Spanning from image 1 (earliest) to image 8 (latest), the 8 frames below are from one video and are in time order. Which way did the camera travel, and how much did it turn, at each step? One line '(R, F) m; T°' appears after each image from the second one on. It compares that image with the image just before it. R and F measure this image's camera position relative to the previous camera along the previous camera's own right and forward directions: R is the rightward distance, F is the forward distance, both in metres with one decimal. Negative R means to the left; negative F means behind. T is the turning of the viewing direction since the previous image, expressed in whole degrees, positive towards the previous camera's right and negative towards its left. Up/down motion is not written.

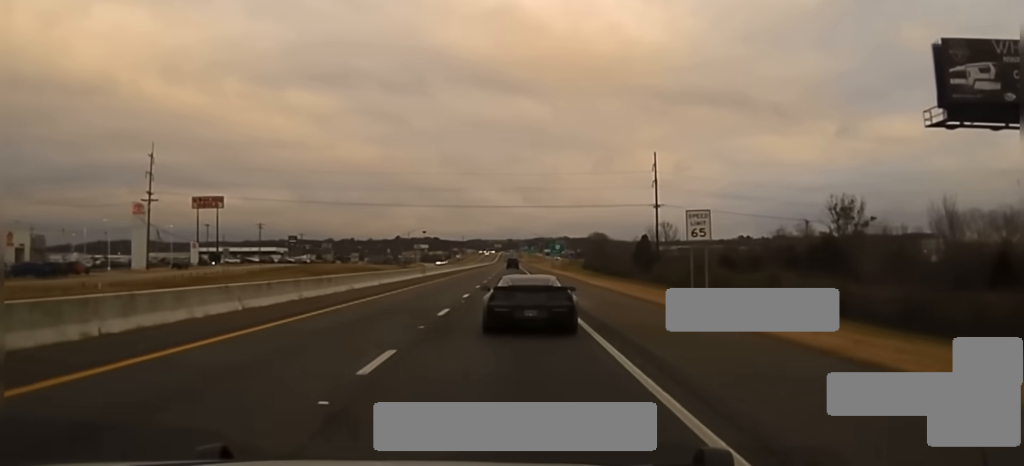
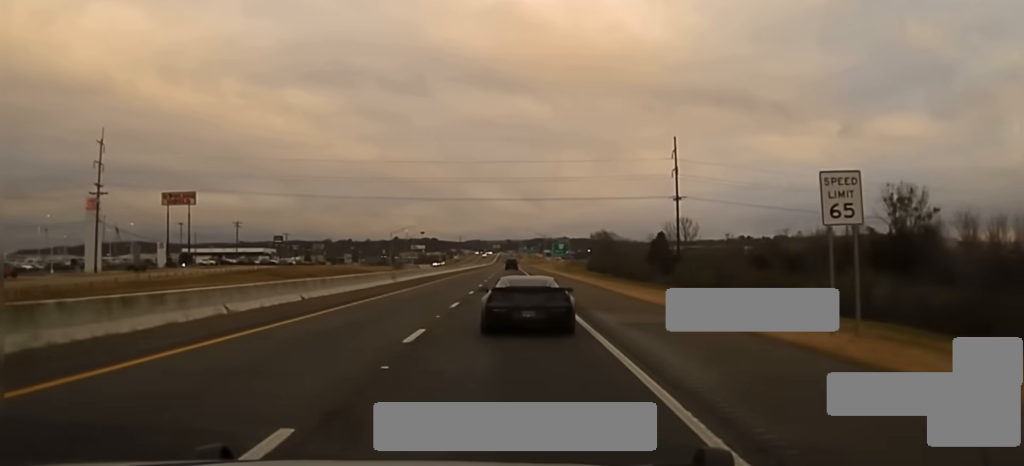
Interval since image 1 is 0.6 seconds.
(-0.3, +19.3) m; 0°
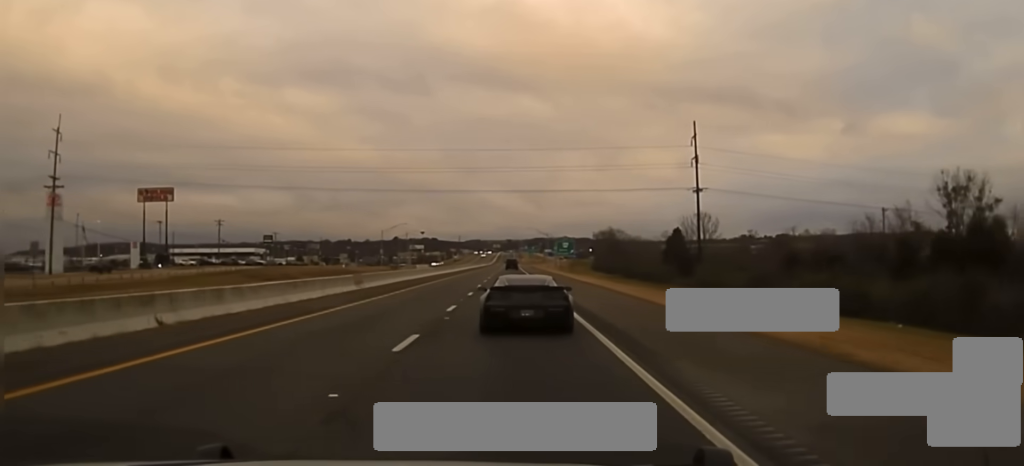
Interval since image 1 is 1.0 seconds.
(-0.1, +13.5) m; 0°
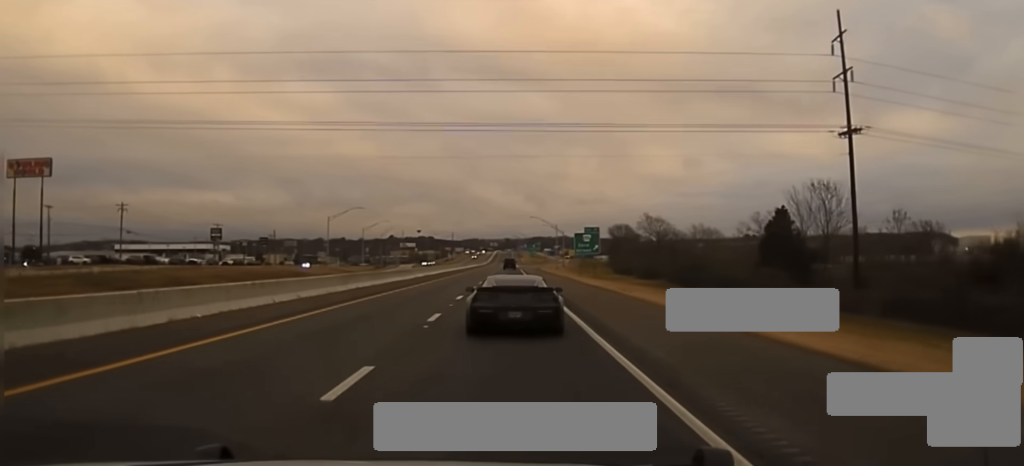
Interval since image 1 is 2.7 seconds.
(-0.1, +53.6) m; 0°
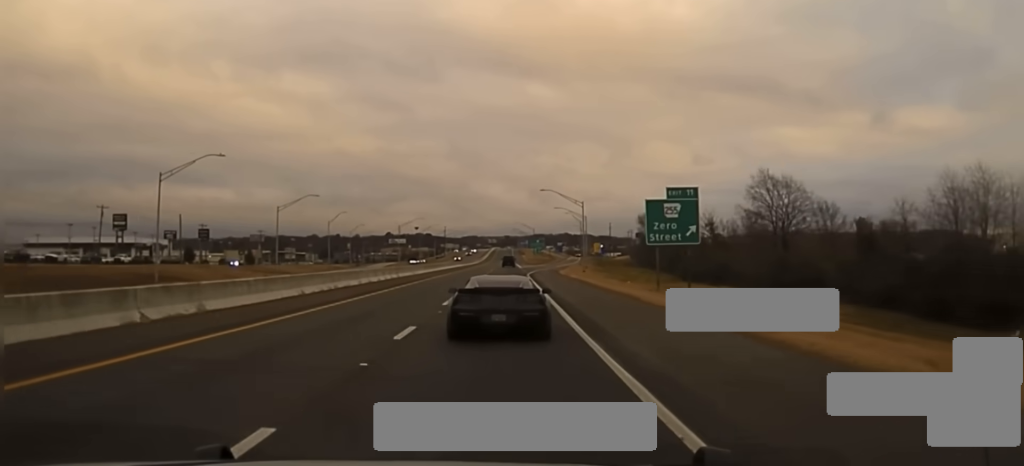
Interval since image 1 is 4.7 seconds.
(+0.1, +65.8) m; 0°
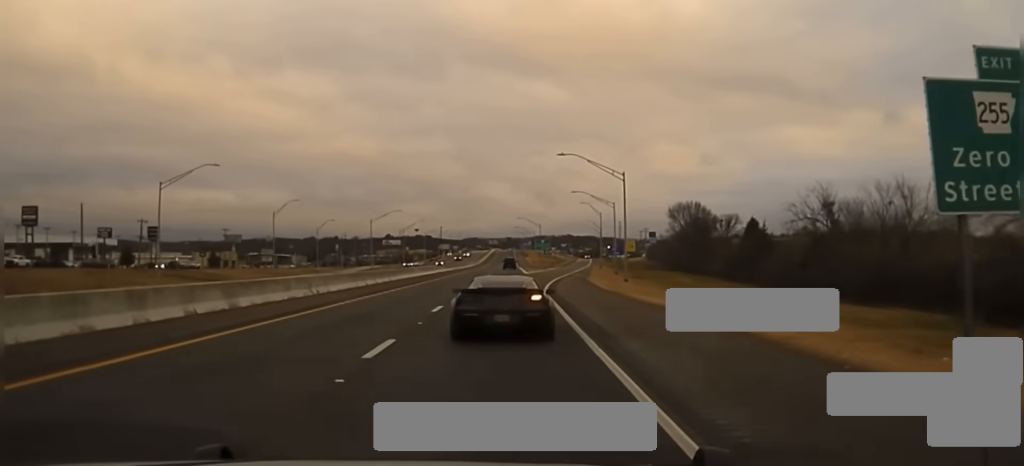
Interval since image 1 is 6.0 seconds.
(+0.1, +40.9) m; 0°
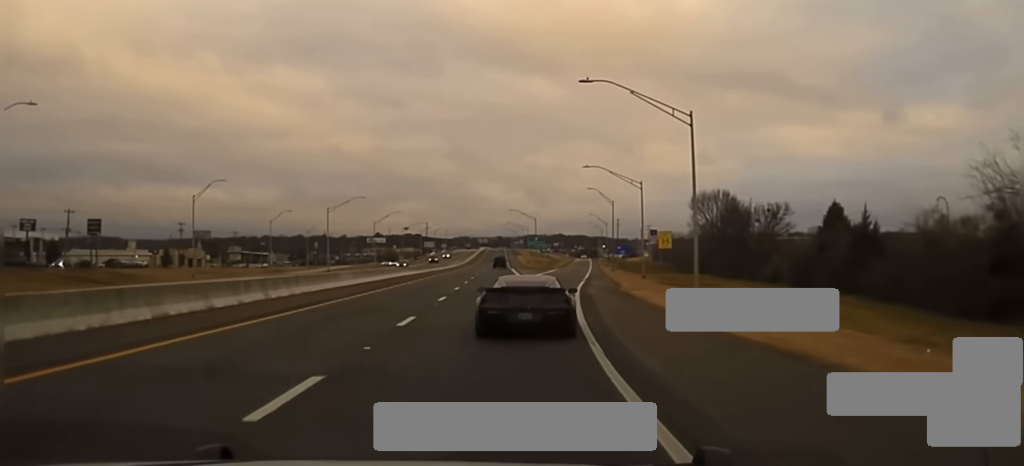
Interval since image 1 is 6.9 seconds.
(0.0, +30.0) m; 0°
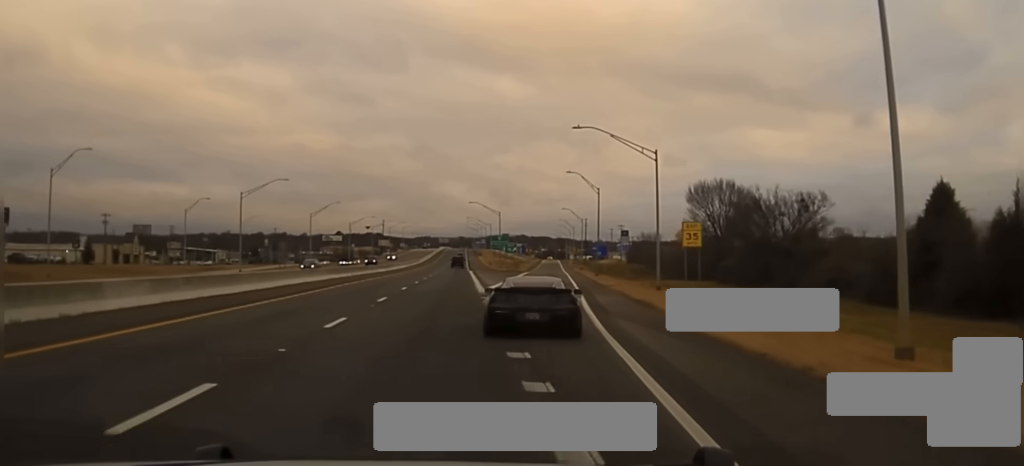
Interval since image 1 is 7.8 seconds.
(0.0, +25.7) m; +2°
